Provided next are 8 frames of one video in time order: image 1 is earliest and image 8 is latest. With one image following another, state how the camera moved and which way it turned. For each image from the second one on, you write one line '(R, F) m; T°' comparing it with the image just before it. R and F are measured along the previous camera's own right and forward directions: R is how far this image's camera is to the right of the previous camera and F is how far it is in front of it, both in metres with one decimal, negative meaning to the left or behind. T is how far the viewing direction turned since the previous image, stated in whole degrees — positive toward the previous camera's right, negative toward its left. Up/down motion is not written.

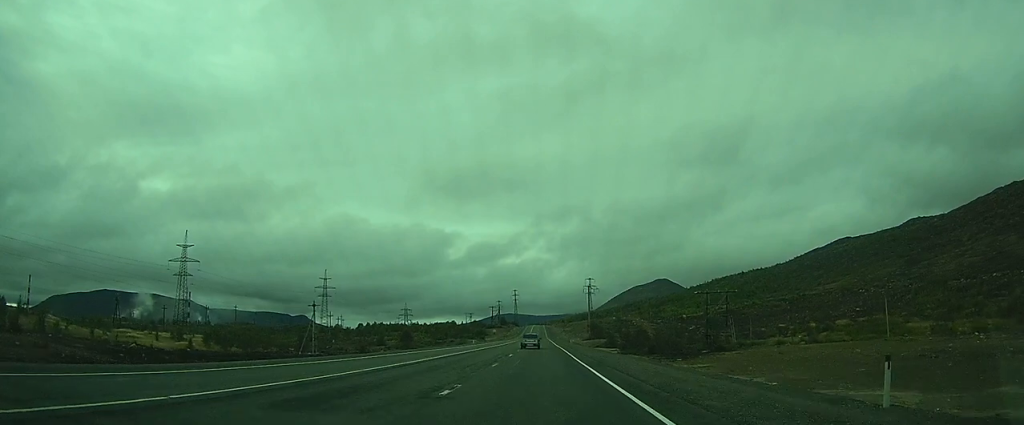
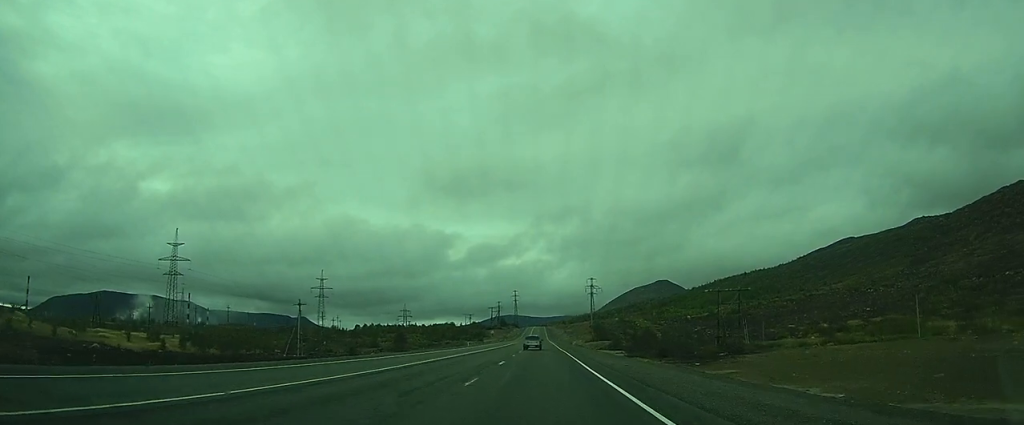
(0.0, +8.8) m; 0°
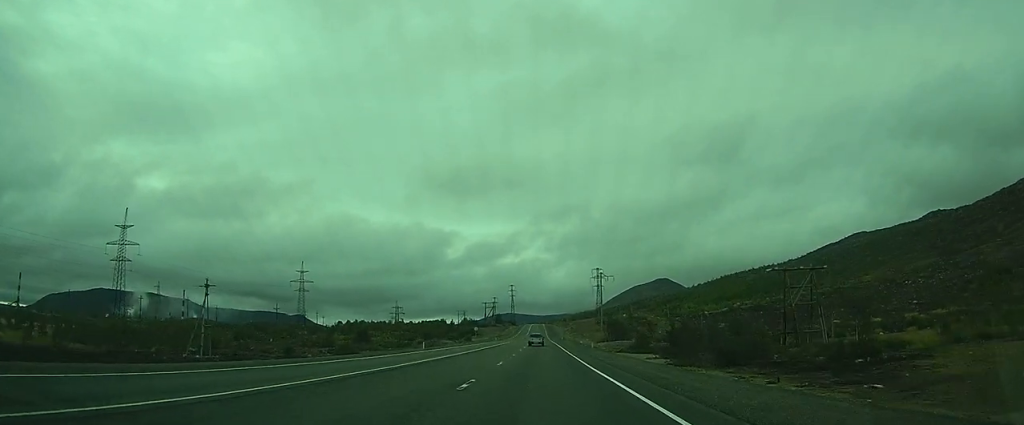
(-0.2, +38.5) m; -1°
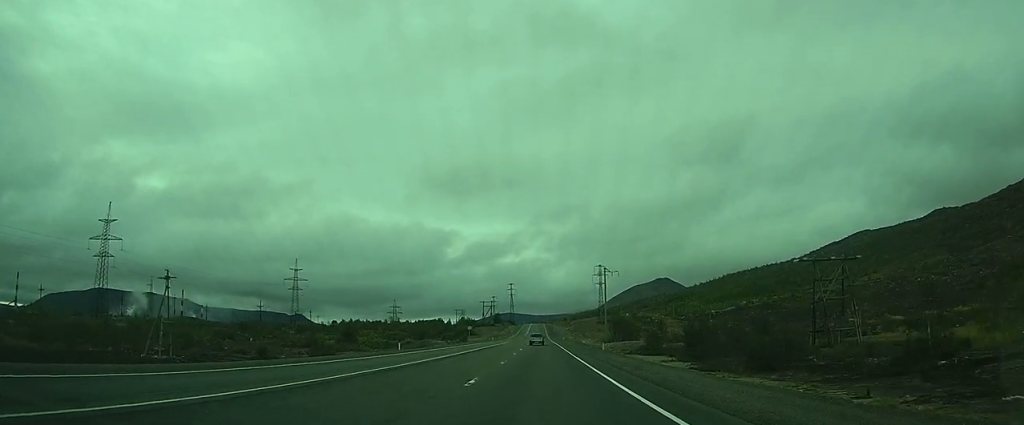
(-0.1, +11.2) m; 0°
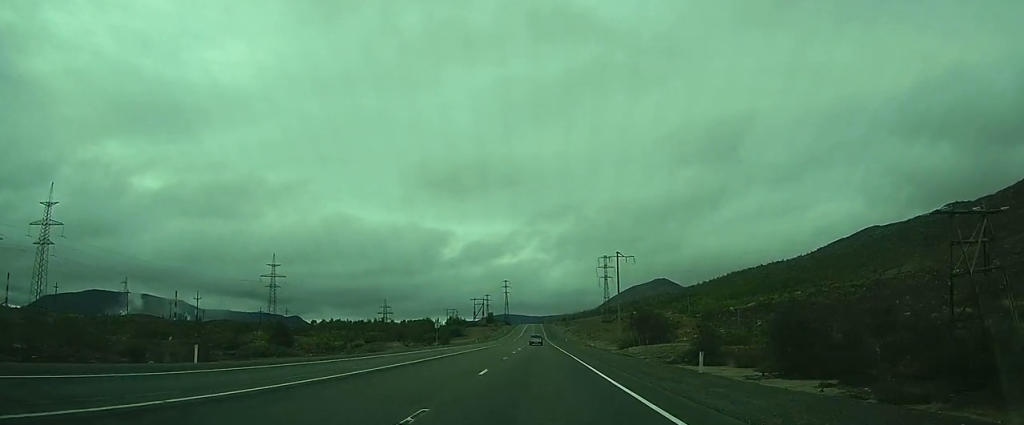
(0.0, +32.6) m; +1°
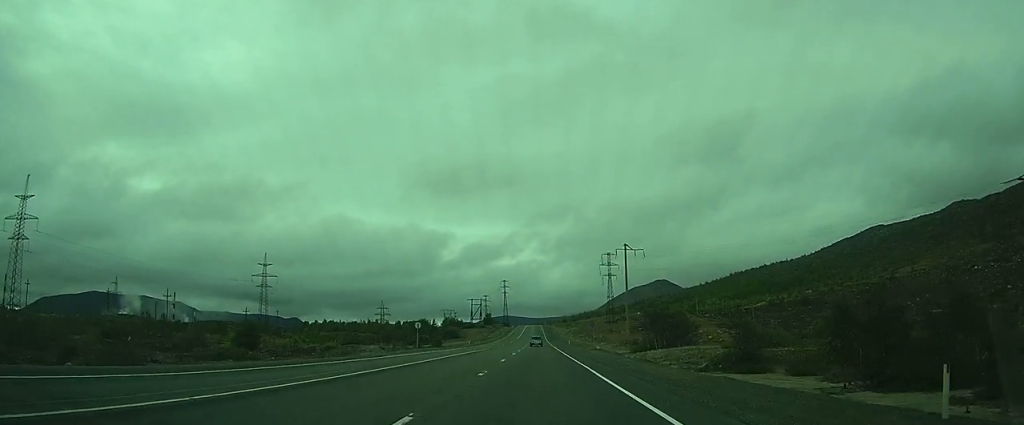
(+0.2, +12.5) m; +1°
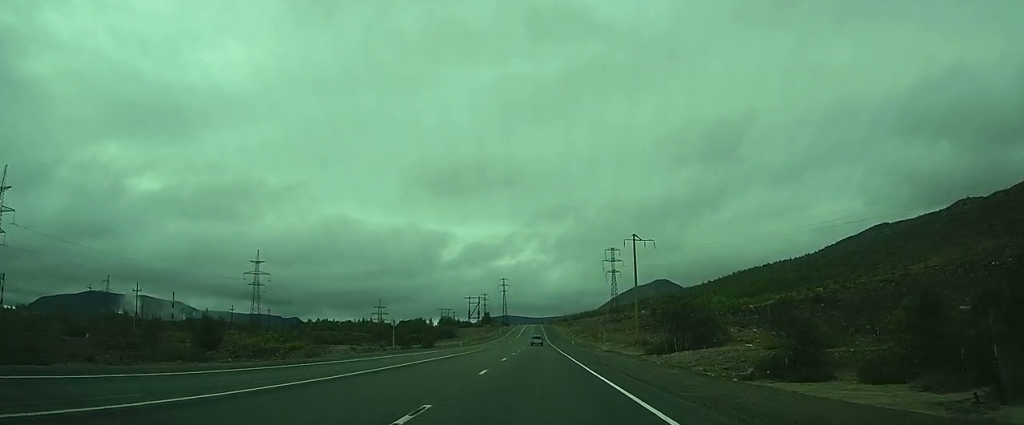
(0.0, +11.0) m; 0°
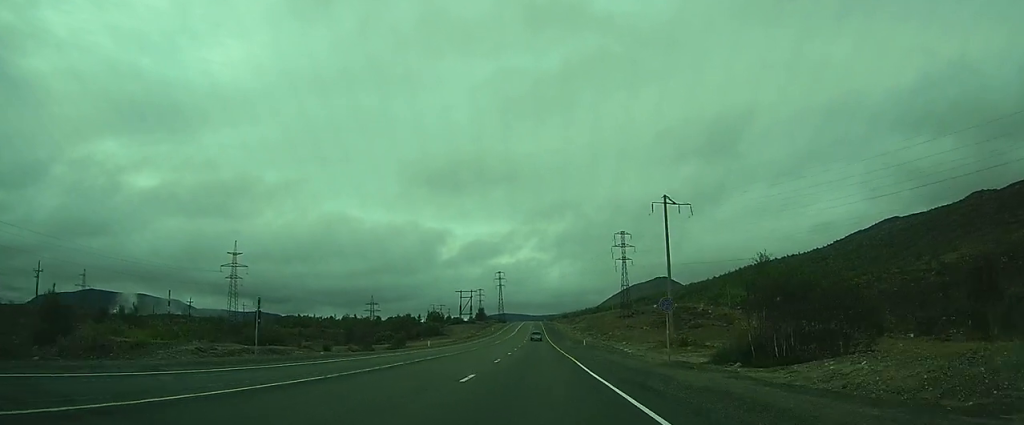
(-0.1, +27.5) m; 0°
